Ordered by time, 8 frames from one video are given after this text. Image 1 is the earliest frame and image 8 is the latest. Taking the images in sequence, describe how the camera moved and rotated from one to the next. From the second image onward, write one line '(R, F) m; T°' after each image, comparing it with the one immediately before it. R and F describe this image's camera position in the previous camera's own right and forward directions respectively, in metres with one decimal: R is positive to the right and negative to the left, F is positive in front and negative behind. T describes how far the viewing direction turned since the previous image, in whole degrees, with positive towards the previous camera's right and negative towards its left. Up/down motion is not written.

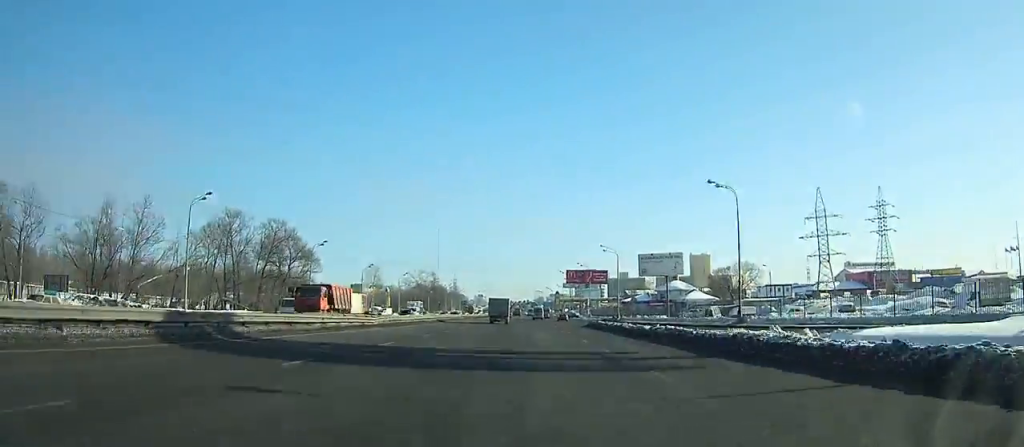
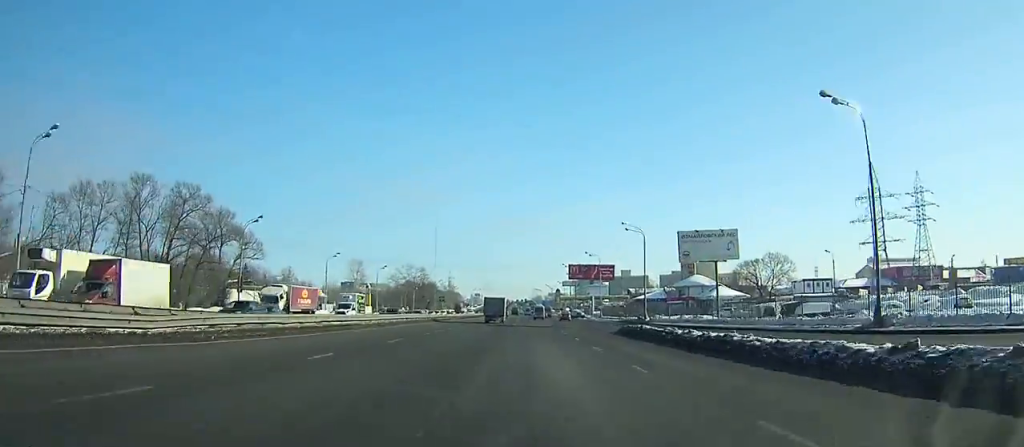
(0.0, +22.9) m; 0°
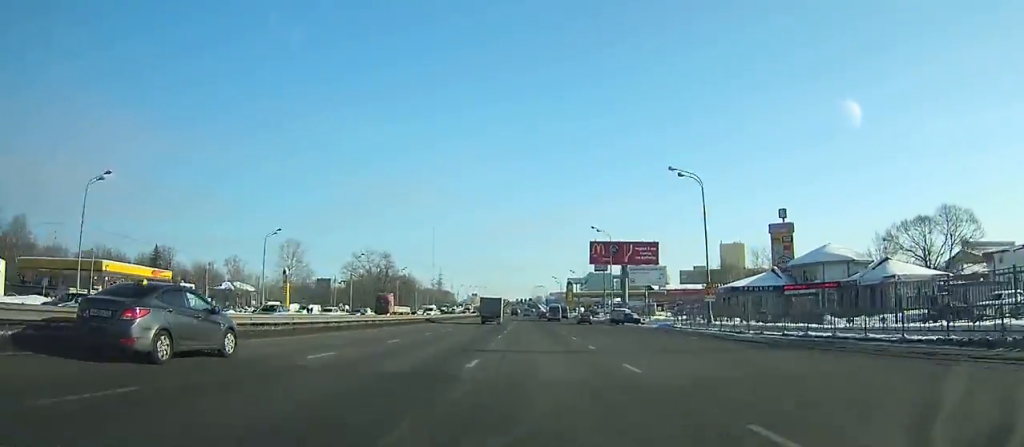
(+0.1, +64.4) m; 0°
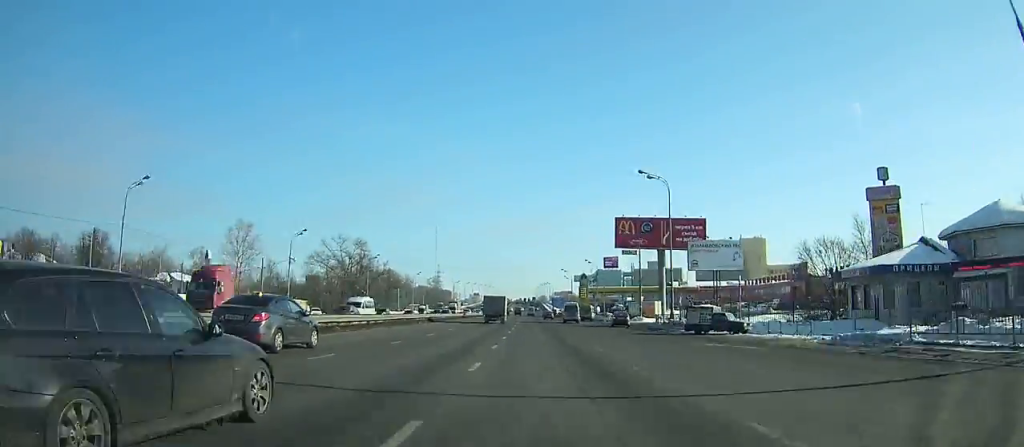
(0.0, +32.8) m; 0°
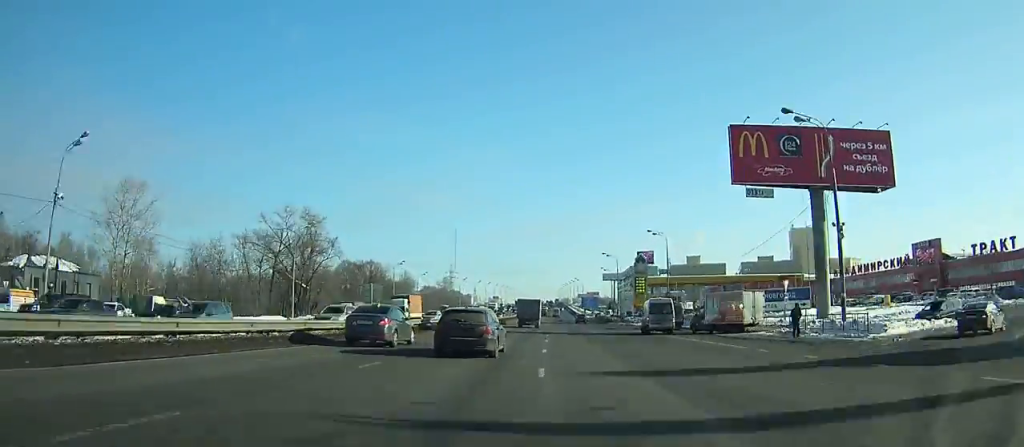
(-0.3, +49.7) m; 0°
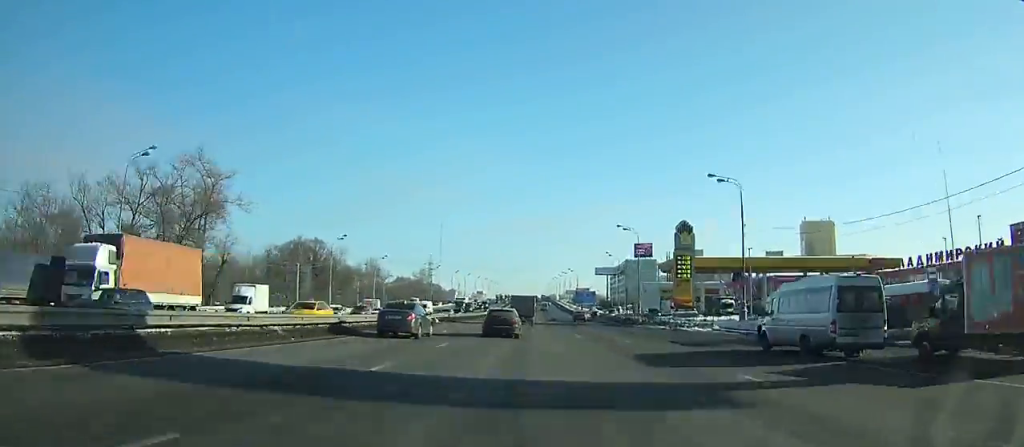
(-0.2, +33.3) m; 0°
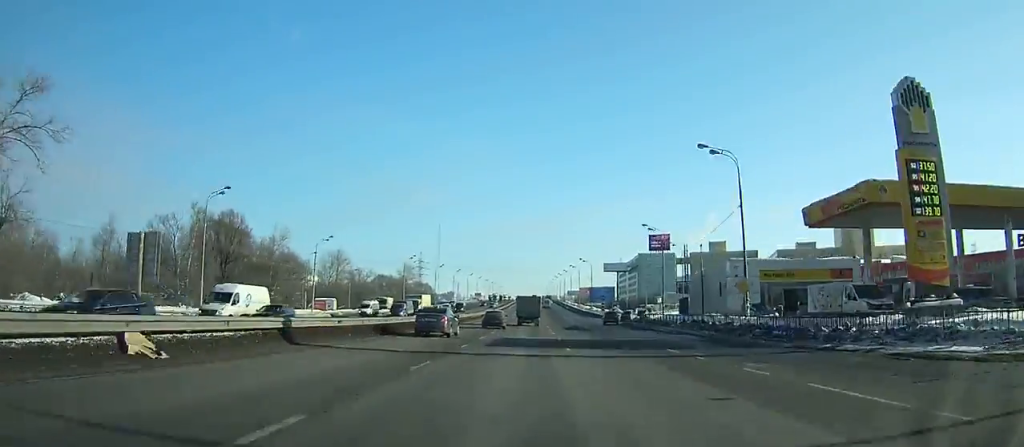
(+0.2, +38.9) m; 0°
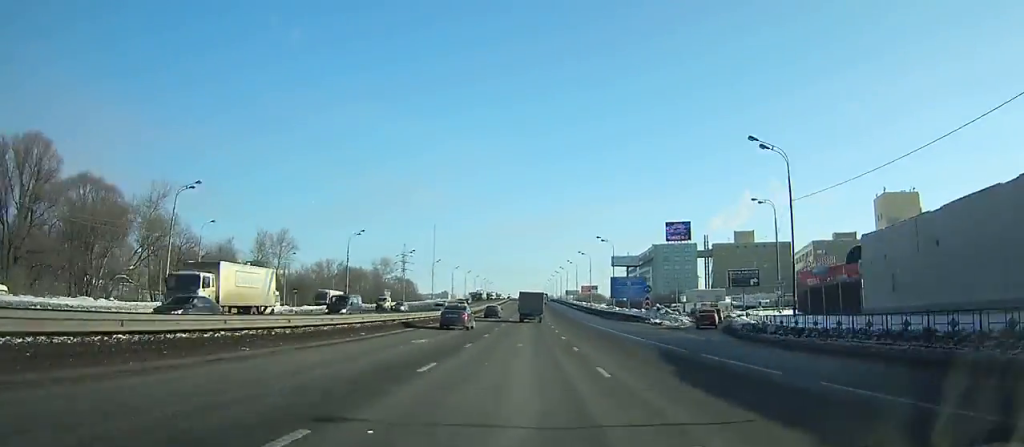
(+0.2, +40.9) m; 0°
